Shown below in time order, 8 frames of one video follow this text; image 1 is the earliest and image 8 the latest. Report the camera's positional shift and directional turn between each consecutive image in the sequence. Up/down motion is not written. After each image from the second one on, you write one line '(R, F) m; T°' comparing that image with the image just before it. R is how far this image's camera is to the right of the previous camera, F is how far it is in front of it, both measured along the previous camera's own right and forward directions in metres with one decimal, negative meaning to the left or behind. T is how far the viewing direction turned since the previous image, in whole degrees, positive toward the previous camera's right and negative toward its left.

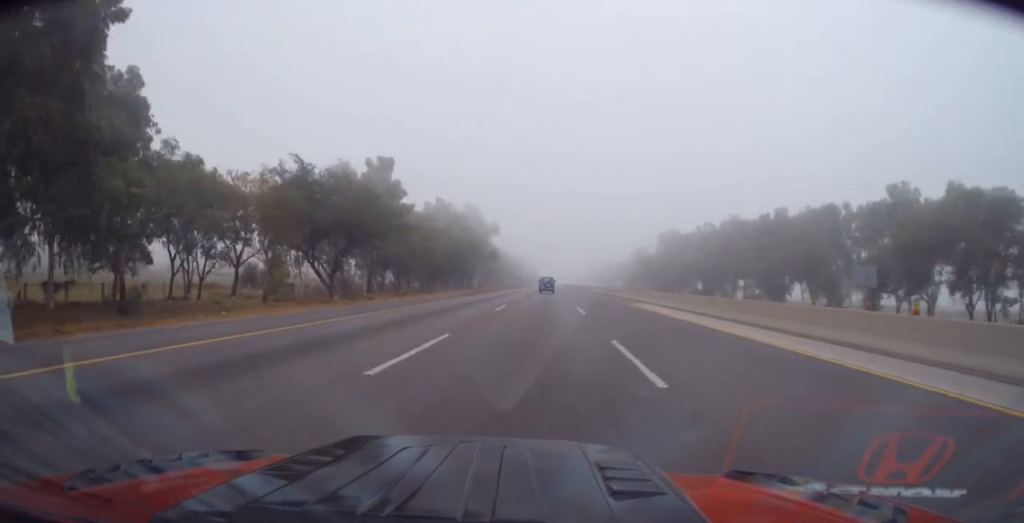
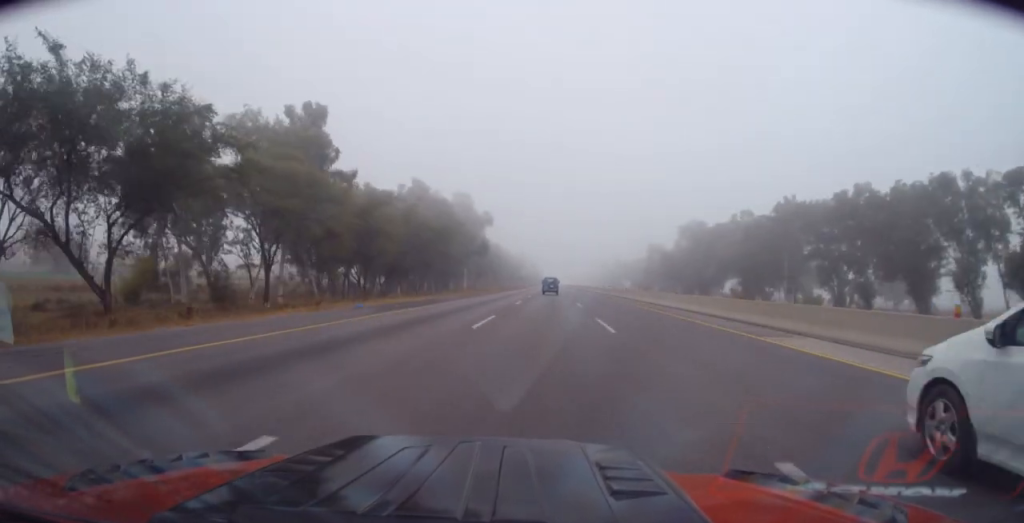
(0.0, +27.1) m; 0°
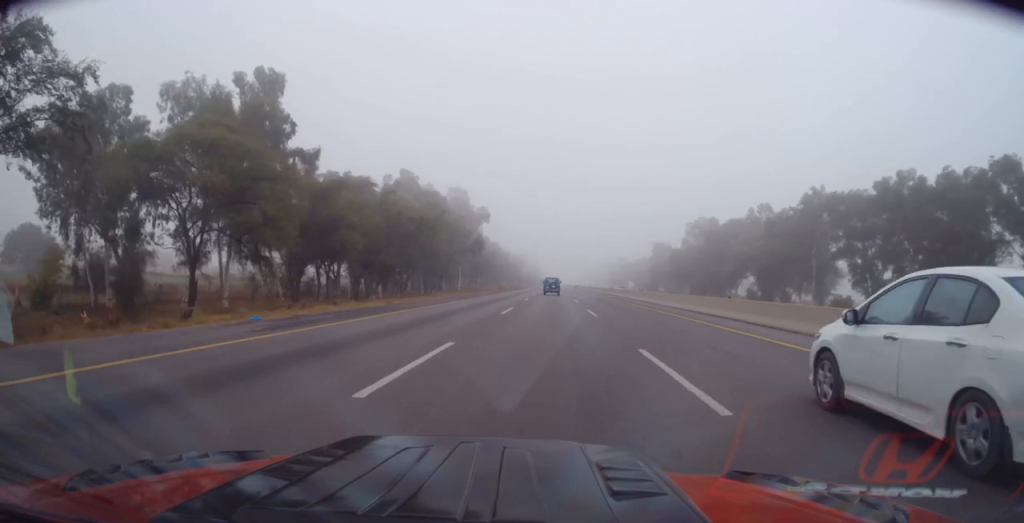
(0.0, +10.1) m; 0°
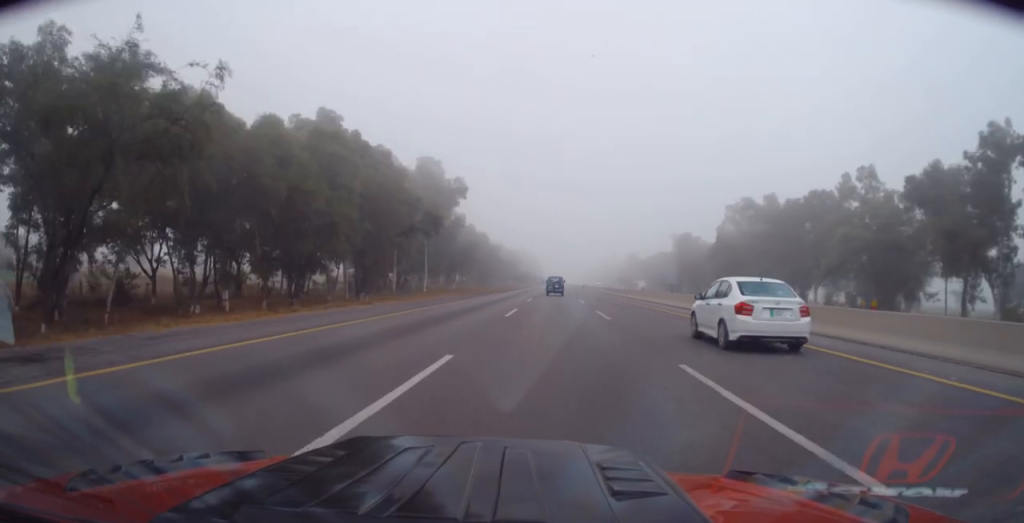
(-0.6, +37.9) m; 0°
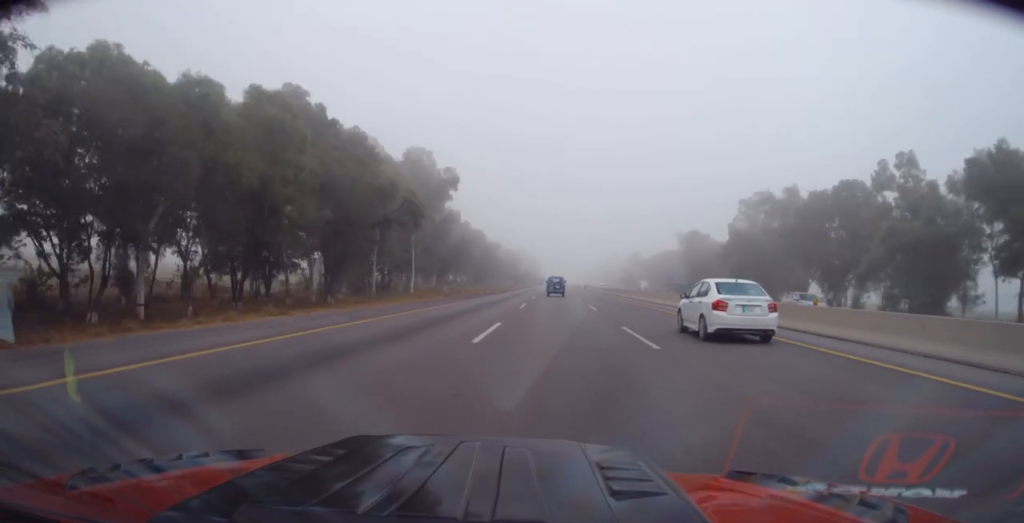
(+0.2, +9.2) m; 0°
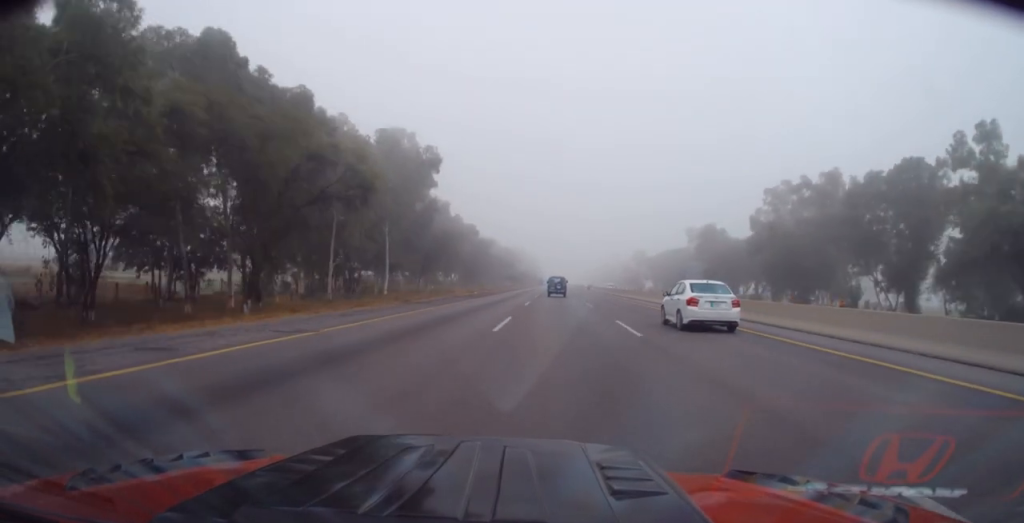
(+0.4, +15.4) m; +1°
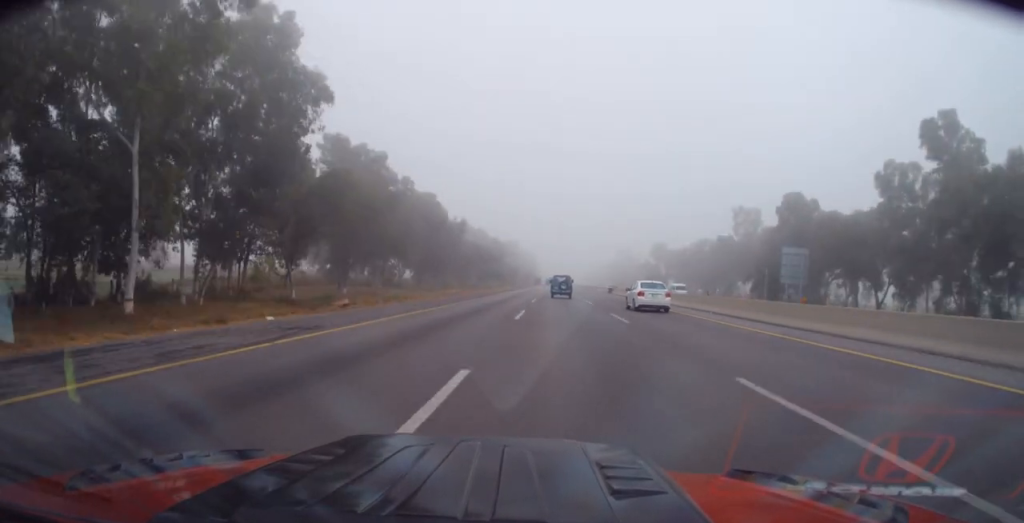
(-1.9, +48.6) m; -2°
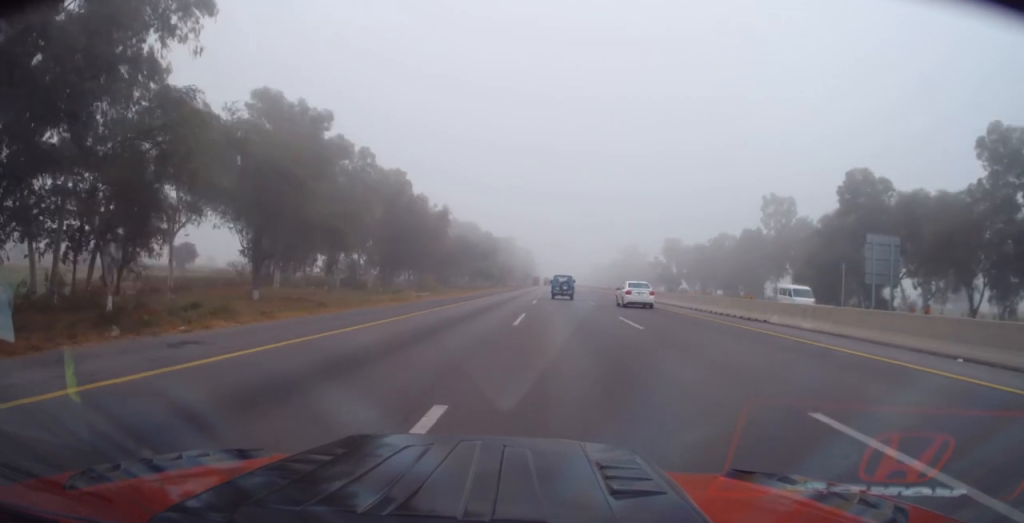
(+0.4, +20.2) m; +2°
